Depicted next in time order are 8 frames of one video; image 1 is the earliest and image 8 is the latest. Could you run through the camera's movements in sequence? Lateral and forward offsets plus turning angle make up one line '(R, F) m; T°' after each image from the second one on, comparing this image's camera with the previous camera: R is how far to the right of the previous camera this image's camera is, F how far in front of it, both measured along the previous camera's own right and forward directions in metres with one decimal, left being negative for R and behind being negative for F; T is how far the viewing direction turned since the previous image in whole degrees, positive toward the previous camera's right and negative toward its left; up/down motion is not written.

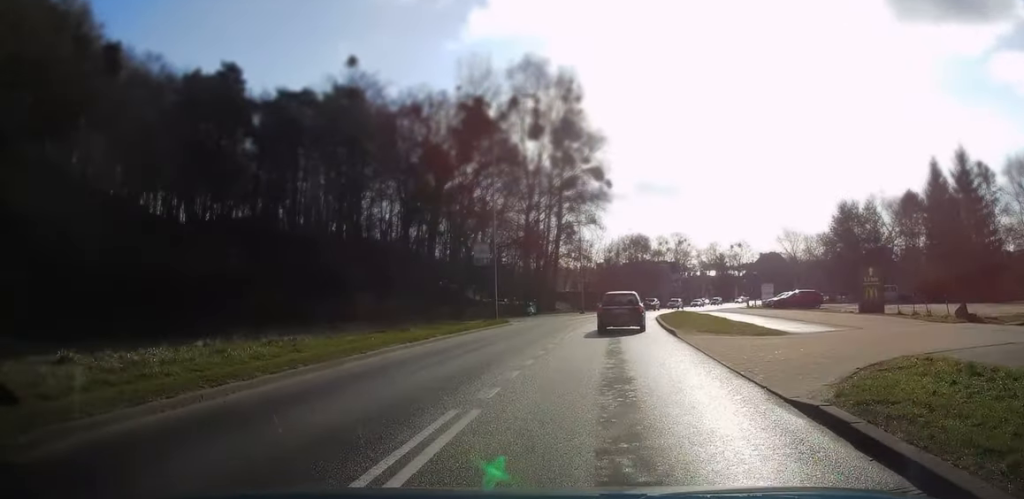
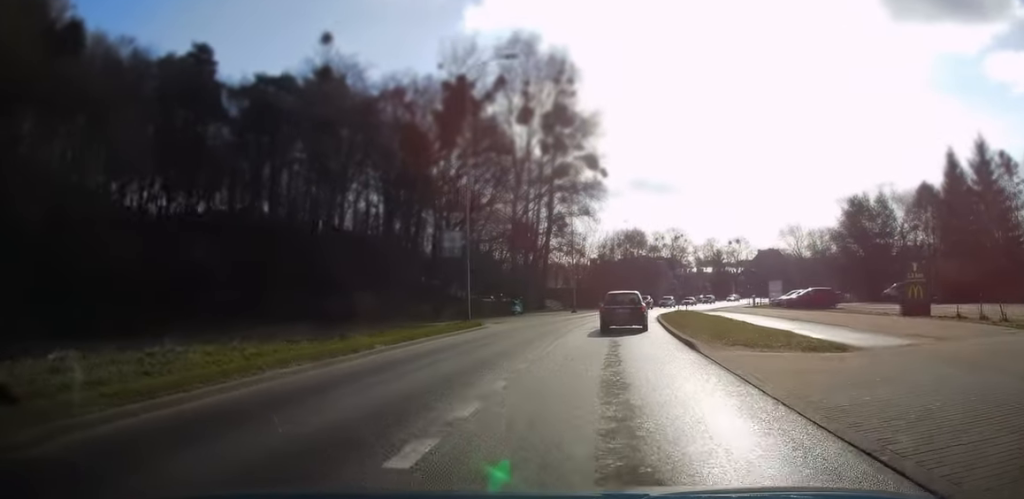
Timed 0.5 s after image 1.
(+0.2, +5.4) m; +1°
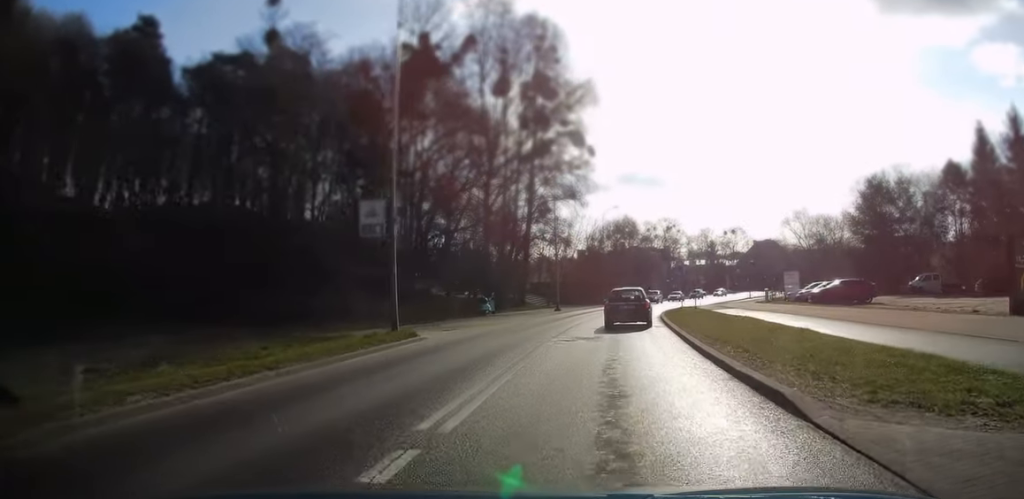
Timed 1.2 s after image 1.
(+0.2, +8.6) m; +1°
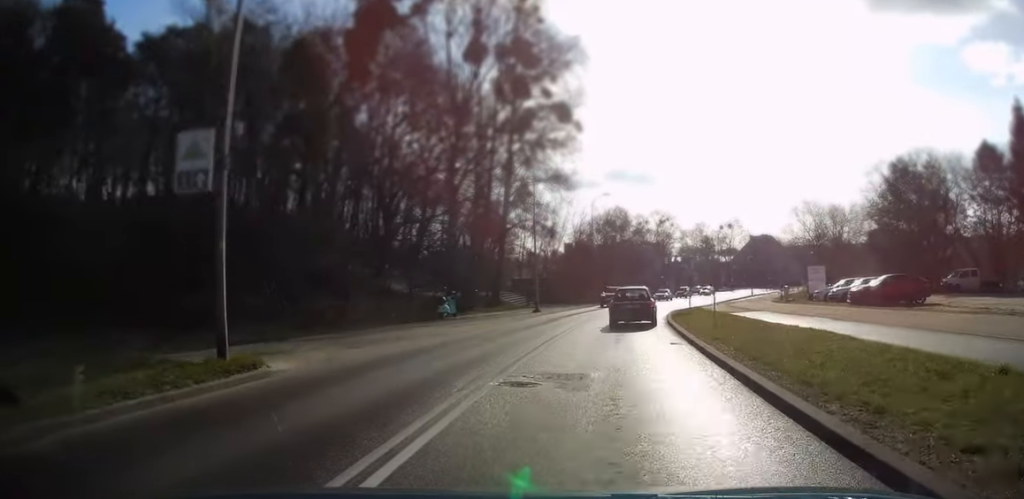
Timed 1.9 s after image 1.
(0.0, +8.6) m; 0°
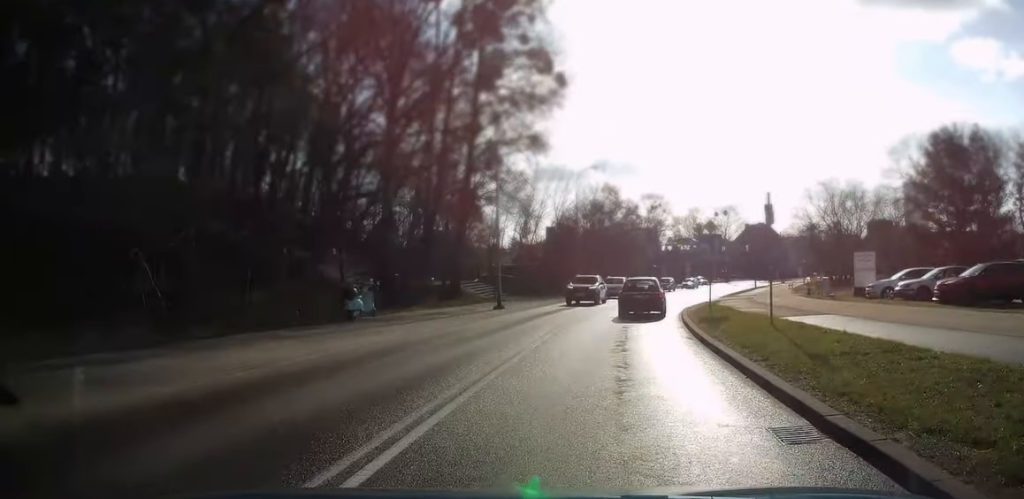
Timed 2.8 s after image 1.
(0.0, +10.5) m; +2°
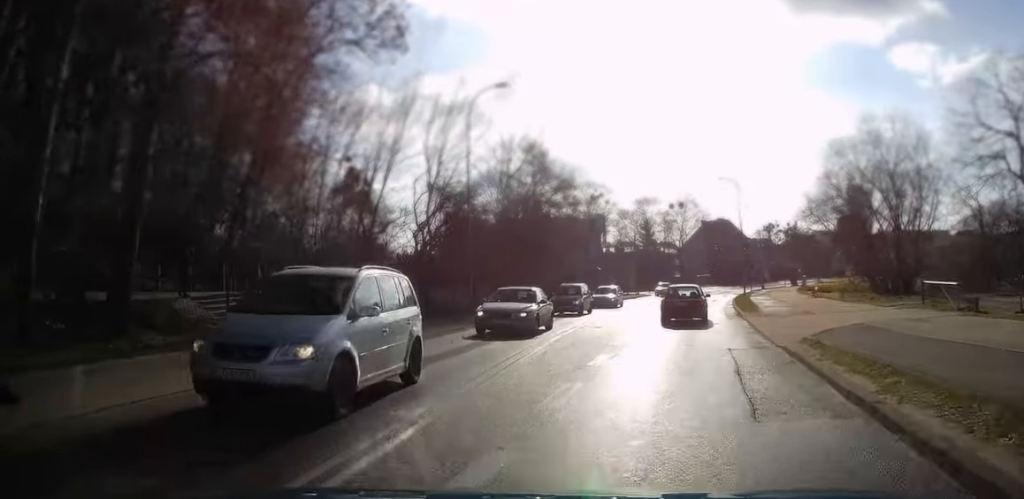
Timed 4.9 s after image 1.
(+1.8, +26.7) m; +6°
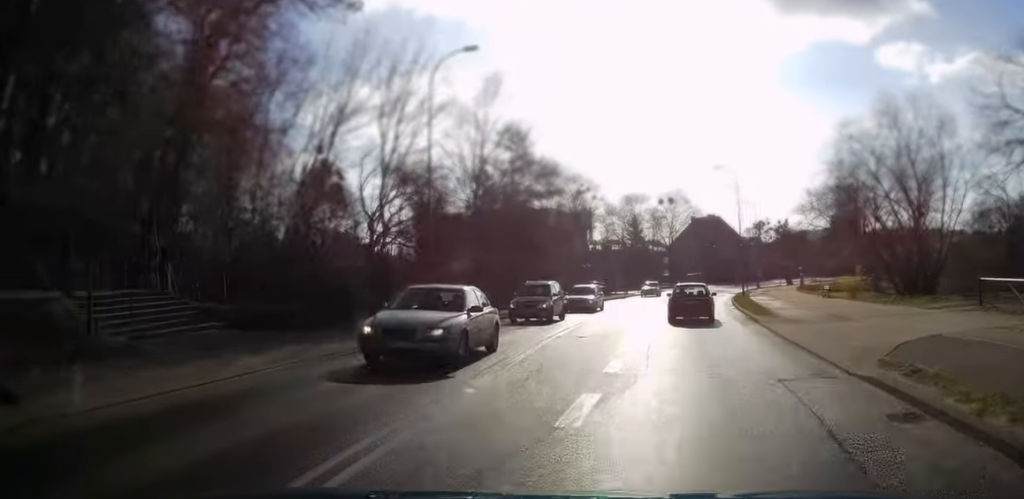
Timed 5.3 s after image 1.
(0.0, +5.1) m; +1°
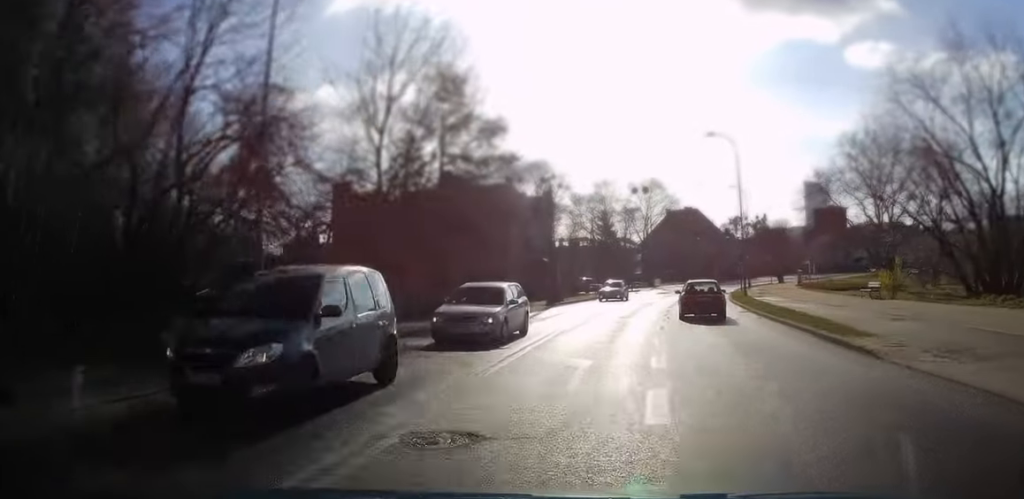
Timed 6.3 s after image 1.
(+0.1, +12.2) m; +2°
